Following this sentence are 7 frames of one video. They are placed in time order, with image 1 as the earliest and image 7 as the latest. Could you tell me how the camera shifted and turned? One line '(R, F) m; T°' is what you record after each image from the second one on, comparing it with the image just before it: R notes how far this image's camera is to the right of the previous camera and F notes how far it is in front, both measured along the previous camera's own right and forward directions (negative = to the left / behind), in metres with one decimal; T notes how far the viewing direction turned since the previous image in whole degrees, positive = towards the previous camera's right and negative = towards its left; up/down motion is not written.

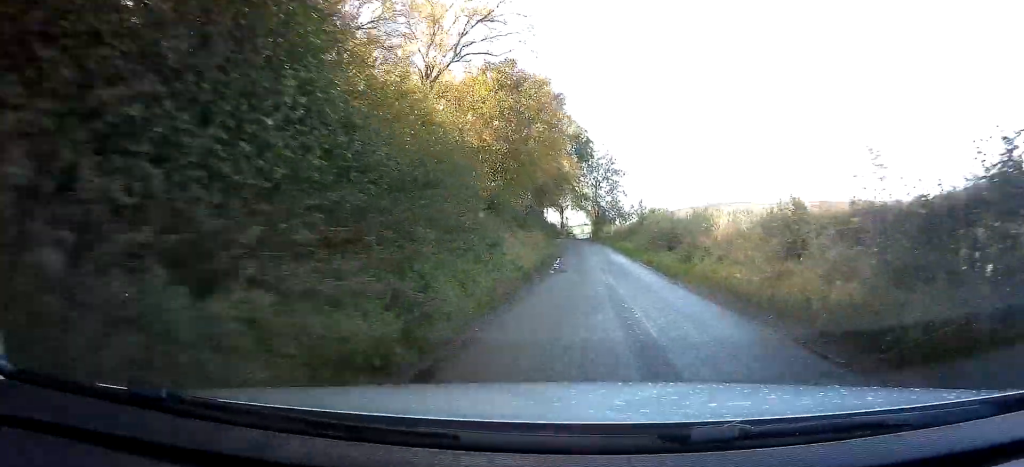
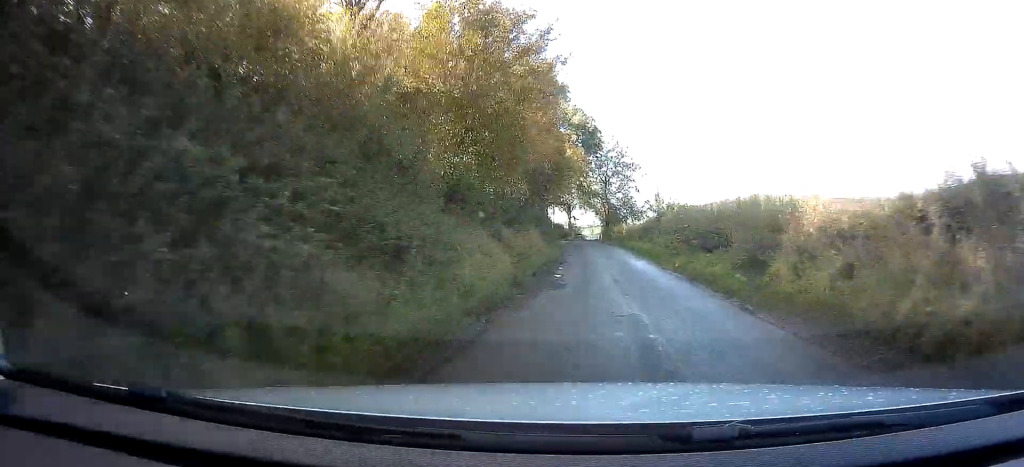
(-0.1, +7.6) m; 0°
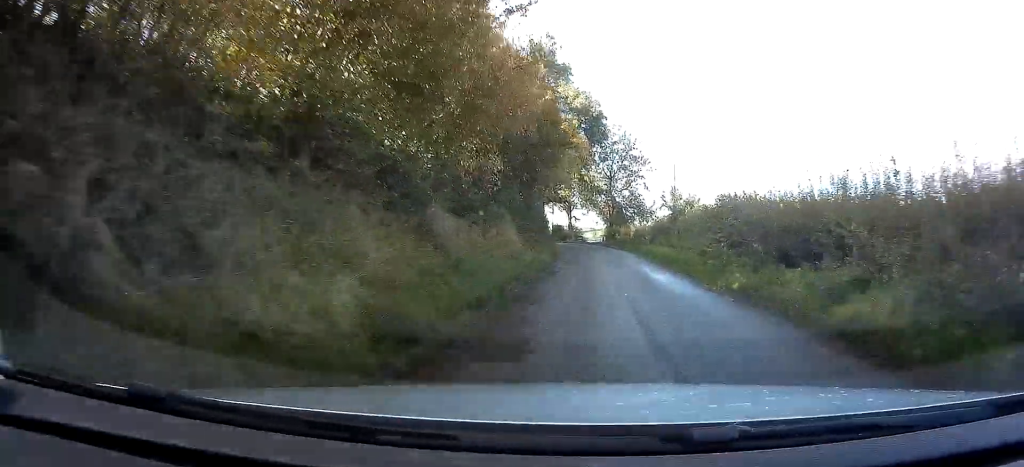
(0.0, +9.1) m; -1°
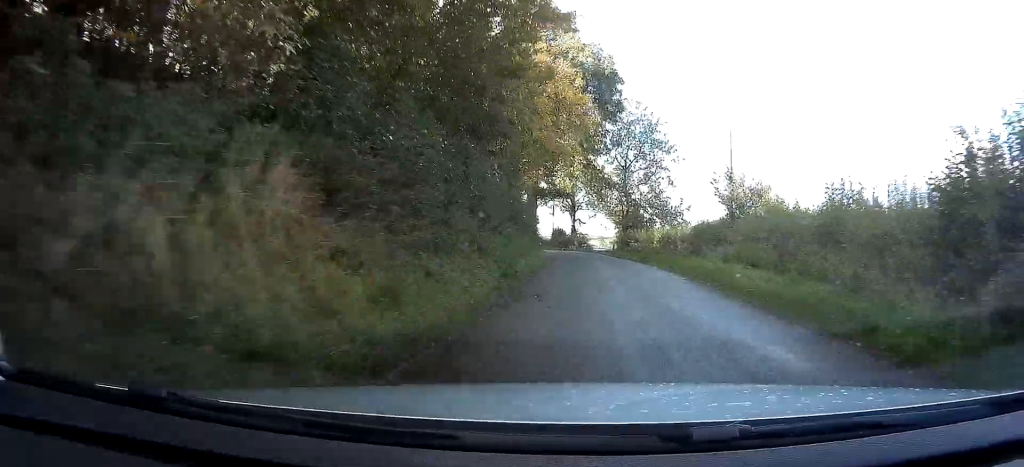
(-0.1, +16.1) m; -2°
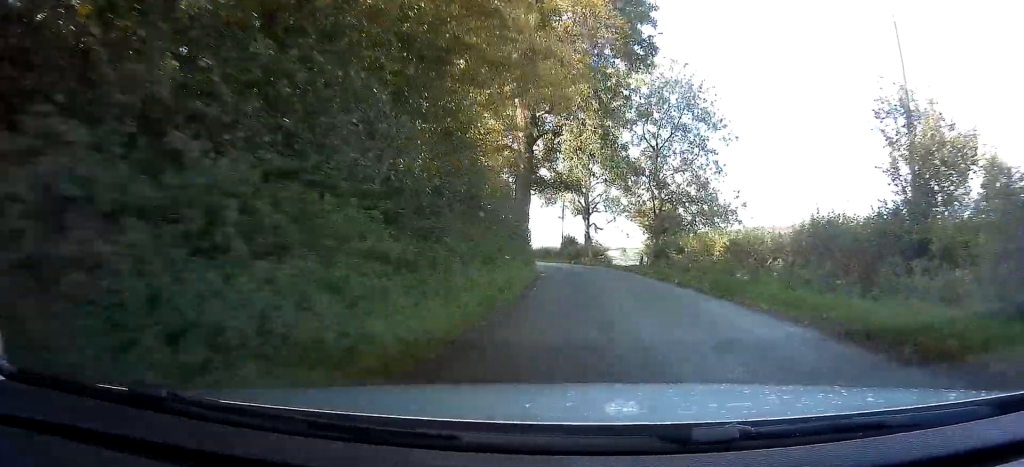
(-0.5, +16.1) m; -3°
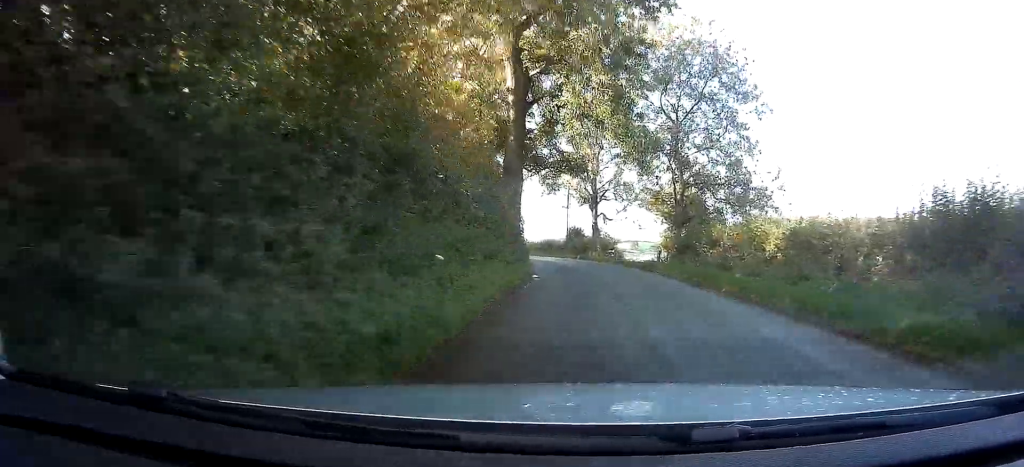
(0.0, +7.1) m; -1°
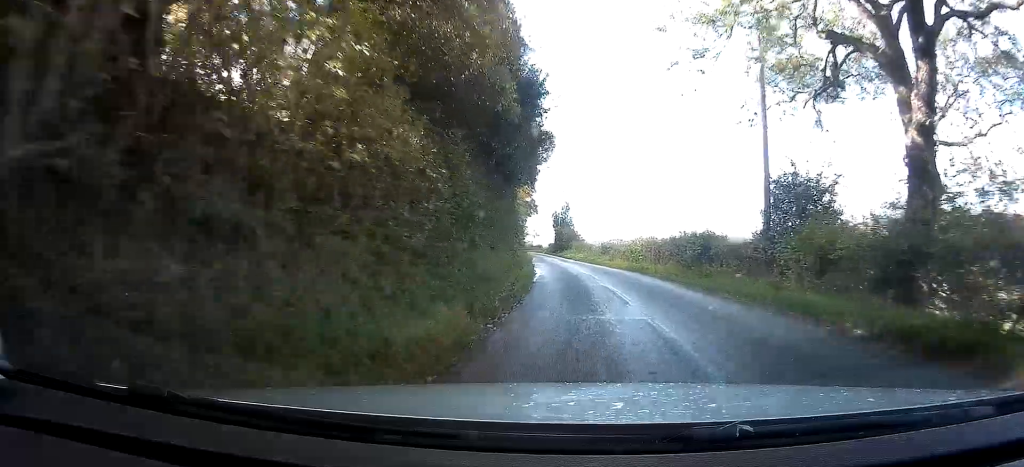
(-3.6, +43.5) m; -10°
